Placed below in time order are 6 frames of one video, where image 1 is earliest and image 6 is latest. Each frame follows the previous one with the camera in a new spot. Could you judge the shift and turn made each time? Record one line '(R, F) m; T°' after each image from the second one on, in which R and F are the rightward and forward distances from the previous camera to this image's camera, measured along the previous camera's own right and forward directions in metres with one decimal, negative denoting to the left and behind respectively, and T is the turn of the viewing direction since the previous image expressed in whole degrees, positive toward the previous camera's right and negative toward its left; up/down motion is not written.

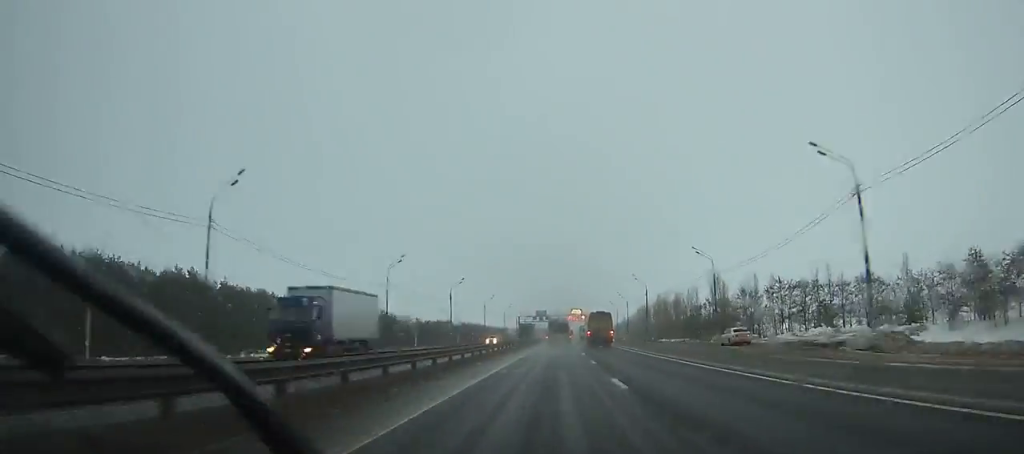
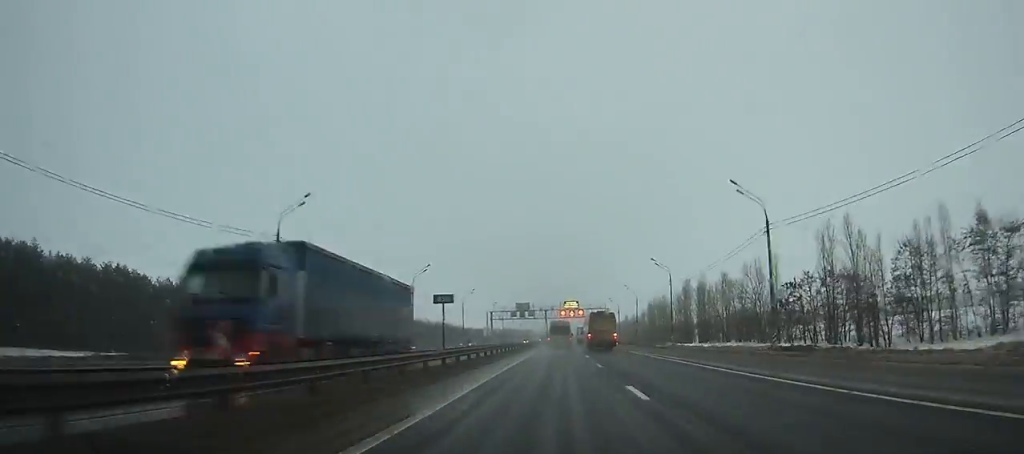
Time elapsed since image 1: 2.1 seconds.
(+0.8, +61.4) m; +1°
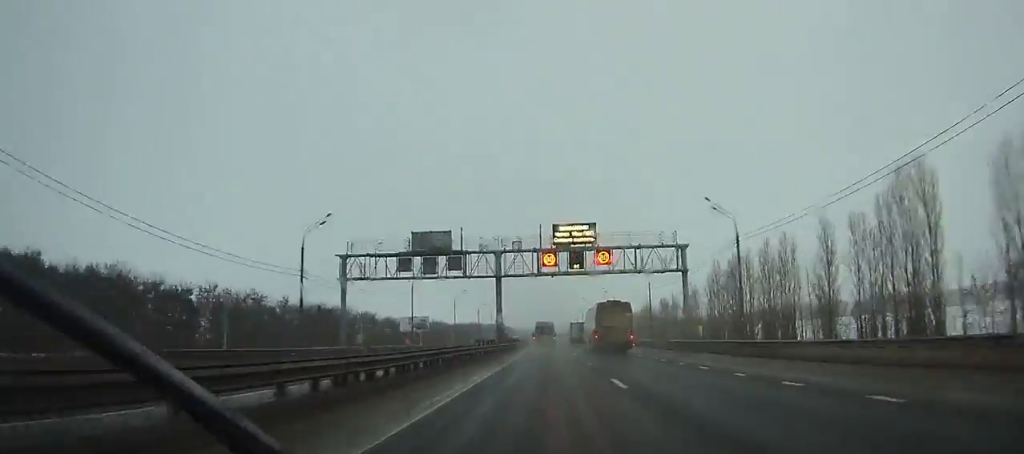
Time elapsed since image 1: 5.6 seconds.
(+1.4, +102.8) m; +1°
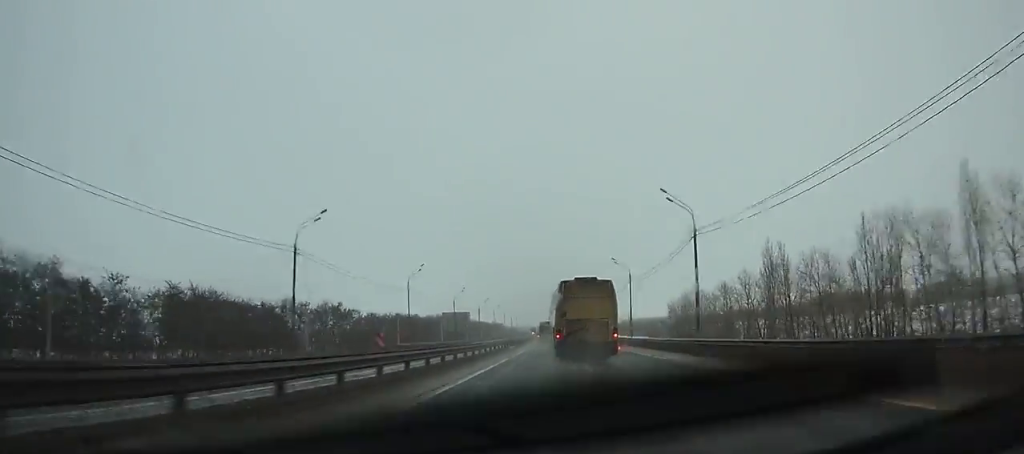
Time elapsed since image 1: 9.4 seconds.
(0.0, +111.6) m; 0°
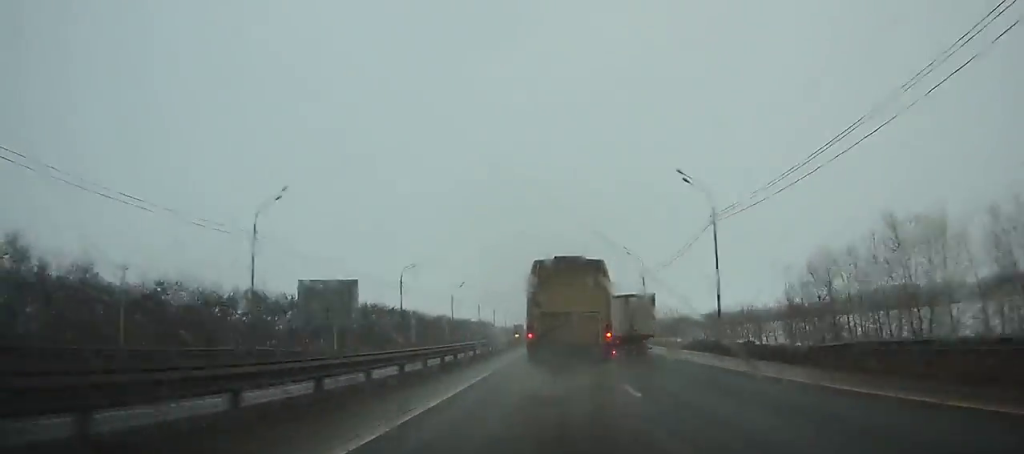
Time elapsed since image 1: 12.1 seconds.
(-0.1, +78.5) m; 0°
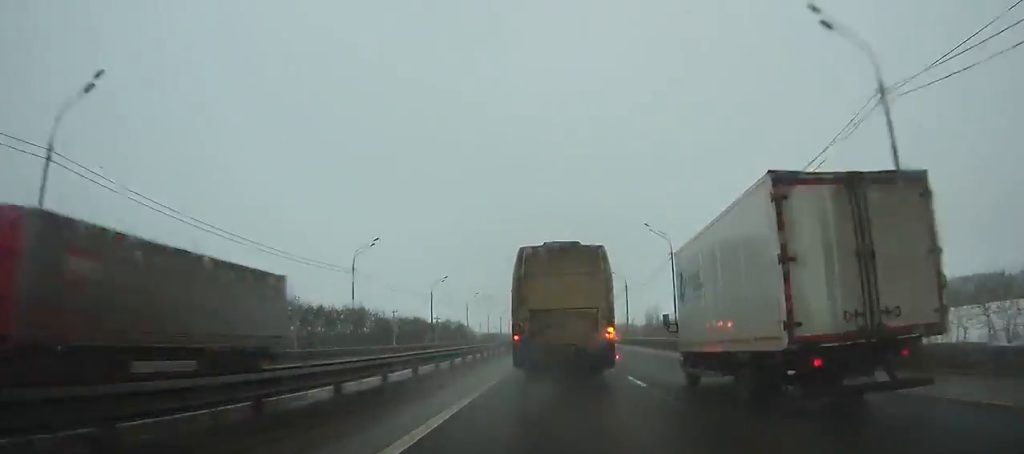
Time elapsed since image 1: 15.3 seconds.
(-0.1, +92.9) m; 0°
